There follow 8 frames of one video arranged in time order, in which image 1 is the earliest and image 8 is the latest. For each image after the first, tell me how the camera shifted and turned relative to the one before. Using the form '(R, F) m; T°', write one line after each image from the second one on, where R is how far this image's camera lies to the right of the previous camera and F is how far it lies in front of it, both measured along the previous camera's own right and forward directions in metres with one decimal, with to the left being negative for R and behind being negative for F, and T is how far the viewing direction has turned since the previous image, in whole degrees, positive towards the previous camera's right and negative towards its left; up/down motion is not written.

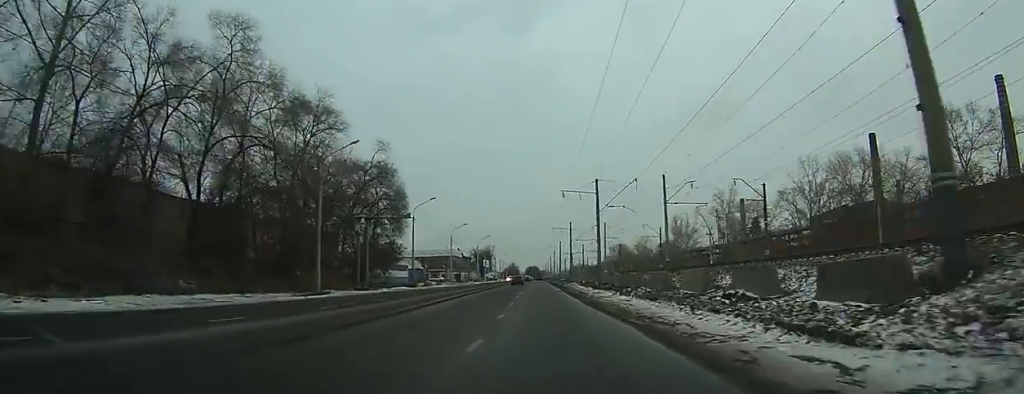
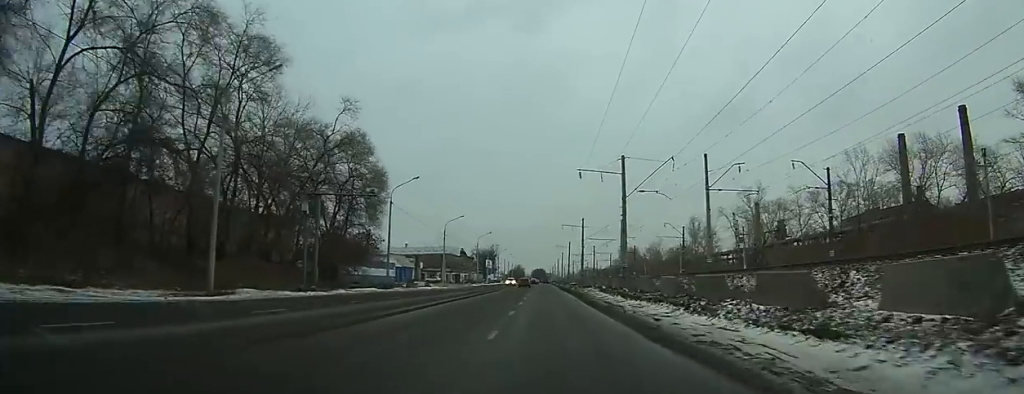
(+0.2, +14.2) m; +1°
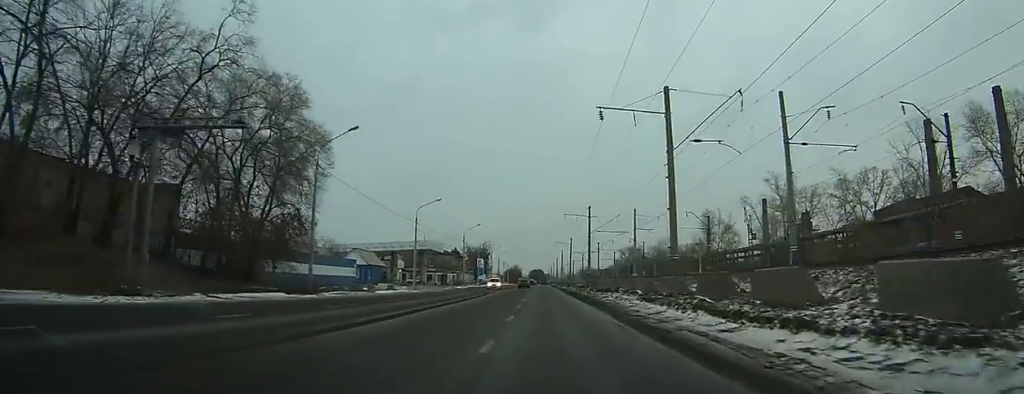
(+0.1, +18.3) m; 0°
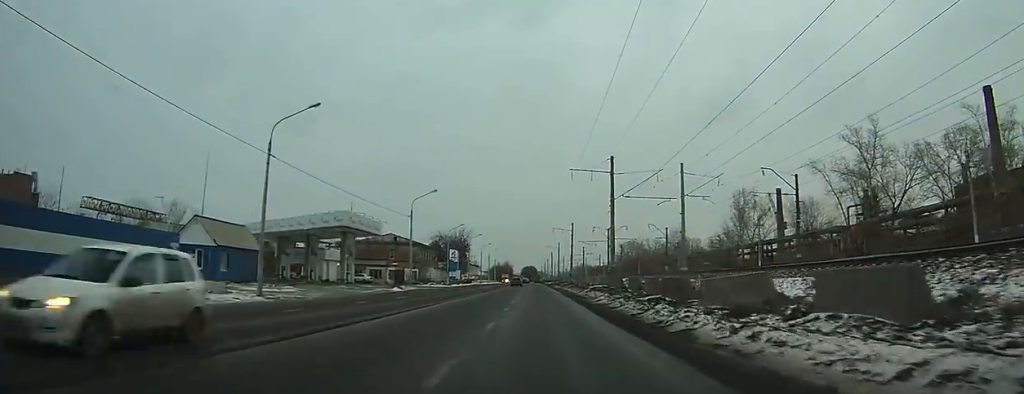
(-0.2, +35.7) m; -1°
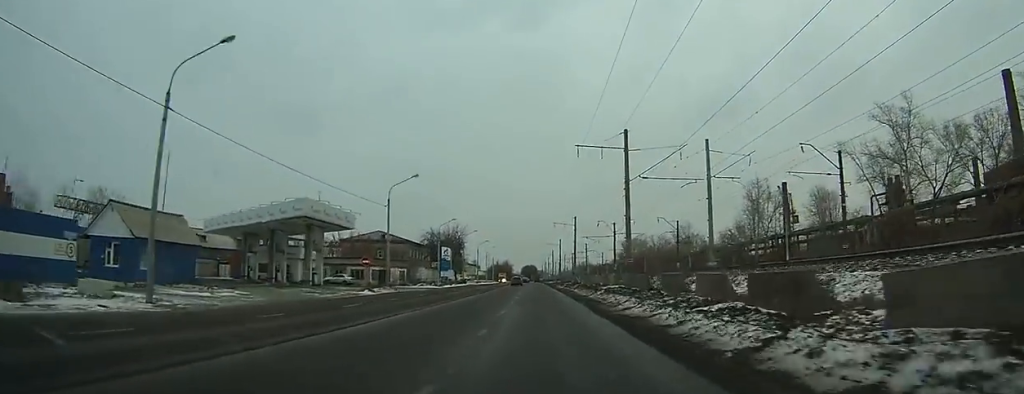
(0.0, +9.5) m; 0°
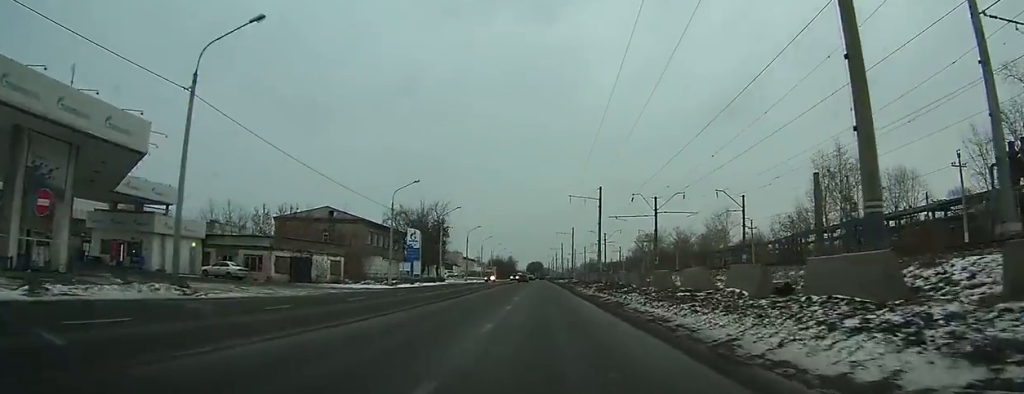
(-0.1, +32.6) m; 0°
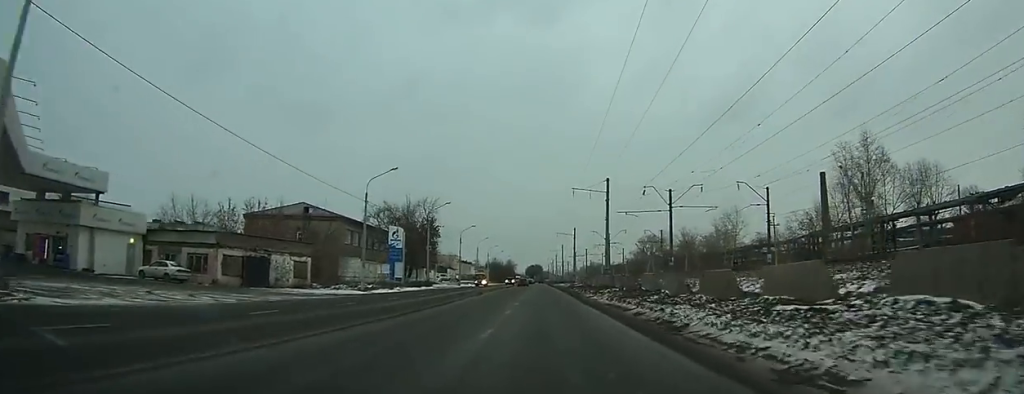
(0.0, +8.8) m; 0°
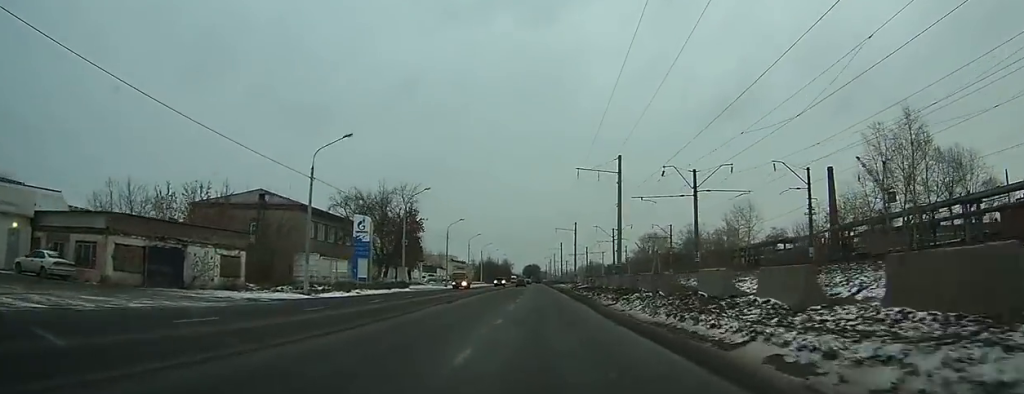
(+0.1, +11.7) m; 0°
